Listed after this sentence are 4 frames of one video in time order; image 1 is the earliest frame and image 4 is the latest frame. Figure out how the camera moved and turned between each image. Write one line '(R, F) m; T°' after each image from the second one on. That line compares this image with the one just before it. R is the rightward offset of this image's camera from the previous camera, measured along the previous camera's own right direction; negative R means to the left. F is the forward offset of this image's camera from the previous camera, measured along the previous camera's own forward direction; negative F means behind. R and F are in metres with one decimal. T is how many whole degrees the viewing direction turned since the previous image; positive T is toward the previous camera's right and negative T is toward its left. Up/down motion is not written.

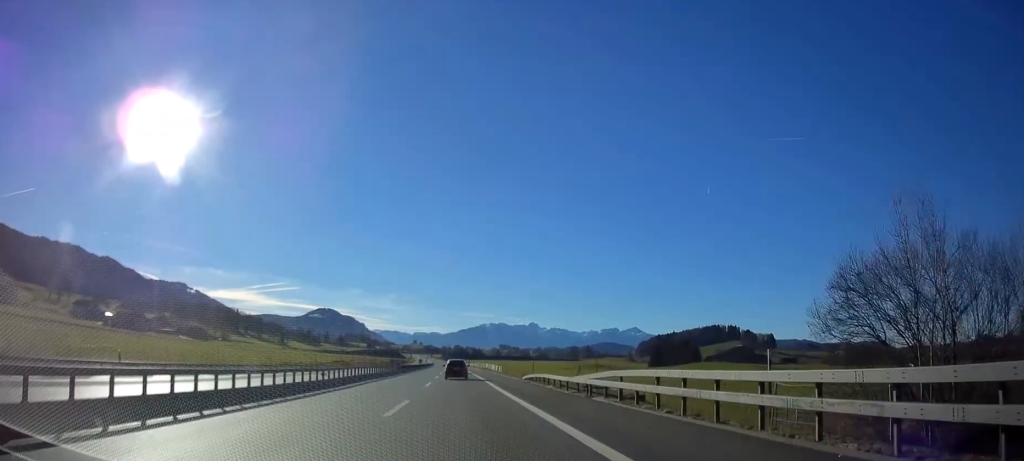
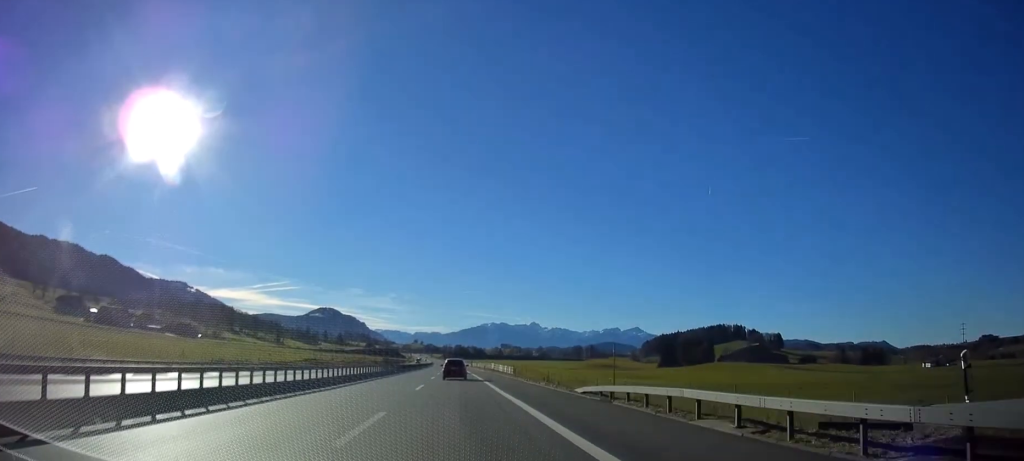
(0.0, +22.5) m; 0°
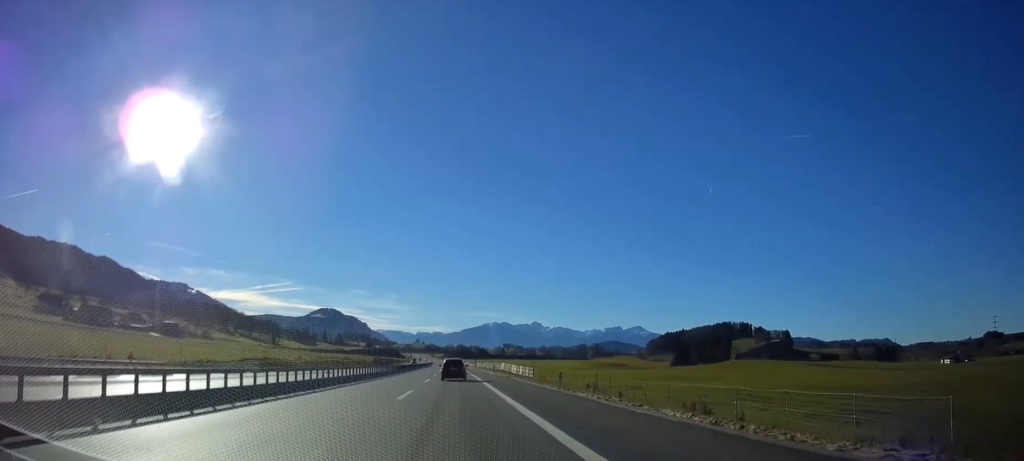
(-0.1, +24.9) m; -1°
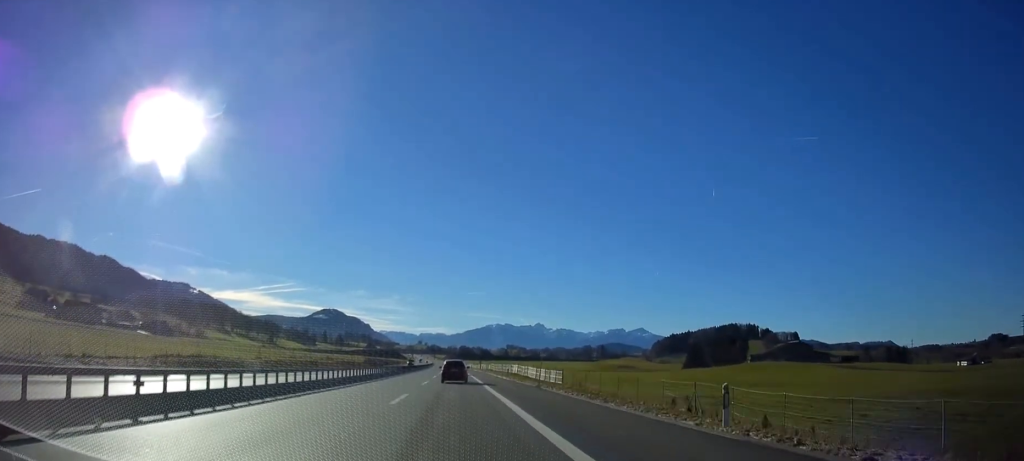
(-0.1, +19.3) m; 0°
